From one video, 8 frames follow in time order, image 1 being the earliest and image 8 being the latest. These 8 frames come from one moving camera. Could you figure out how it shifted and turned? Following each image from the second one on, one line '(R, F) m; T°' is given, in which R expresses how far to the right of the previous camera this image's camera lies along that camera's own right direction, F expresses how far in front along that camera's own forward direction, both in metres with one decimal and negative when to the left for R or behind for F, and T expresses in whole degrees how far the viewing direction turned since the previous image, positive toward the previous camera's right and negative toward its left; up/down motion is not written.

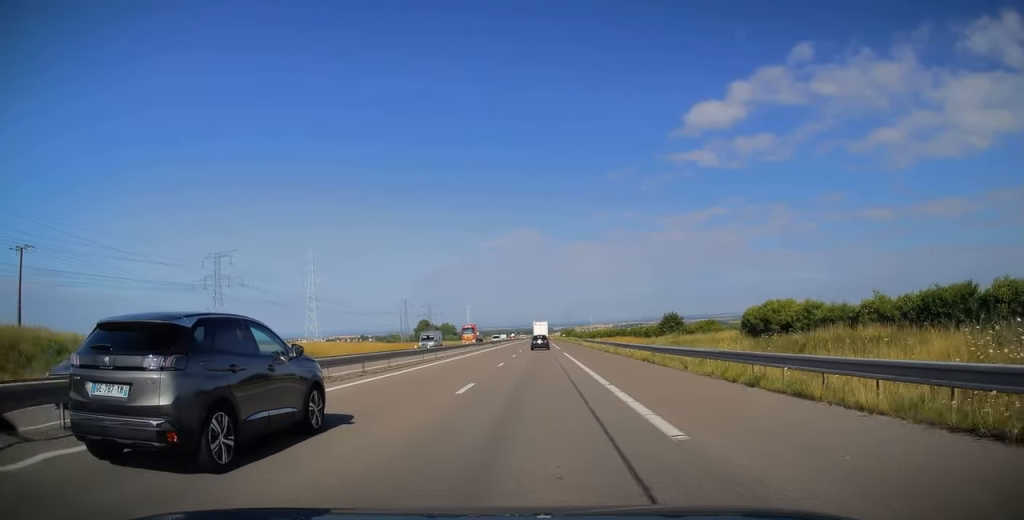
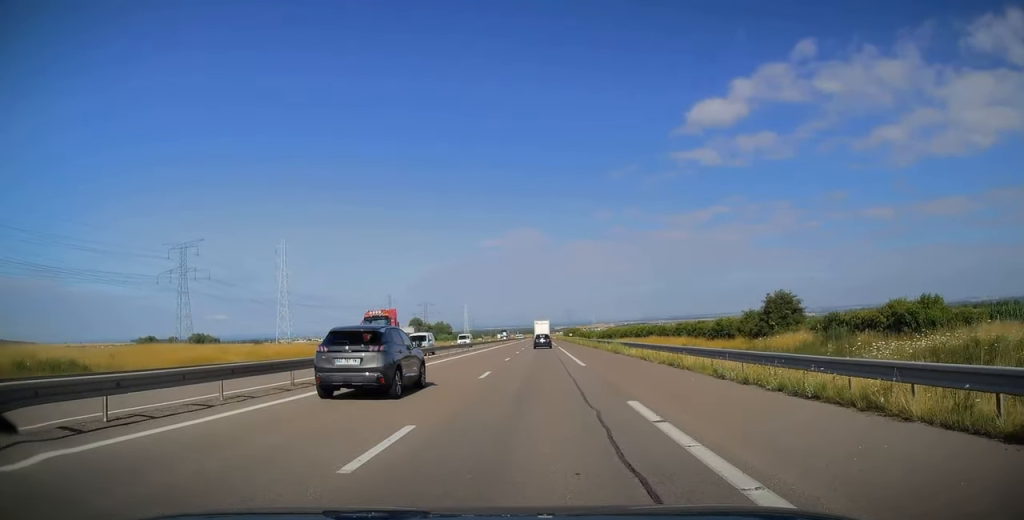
(-0.3, +34.9) m; -1°
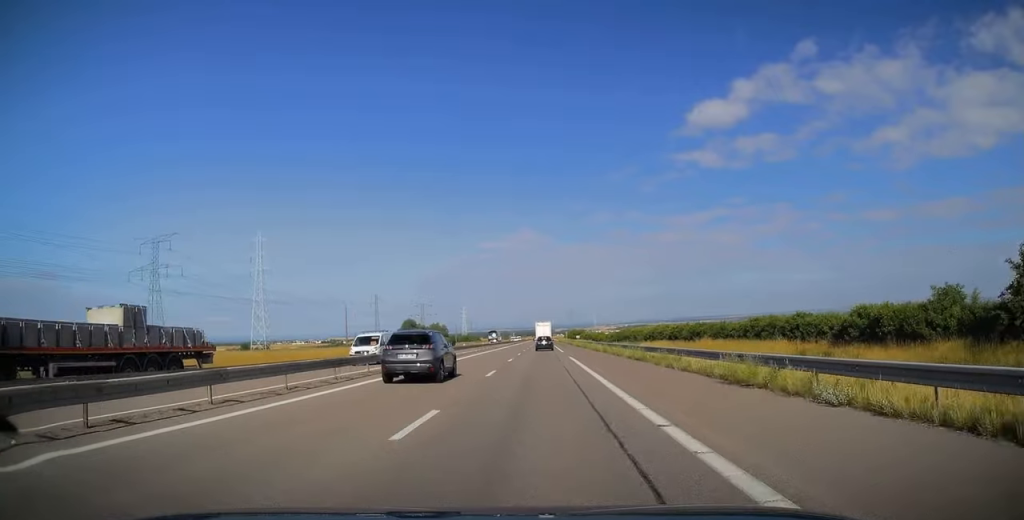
(-0.1, +24.5) m; 0°
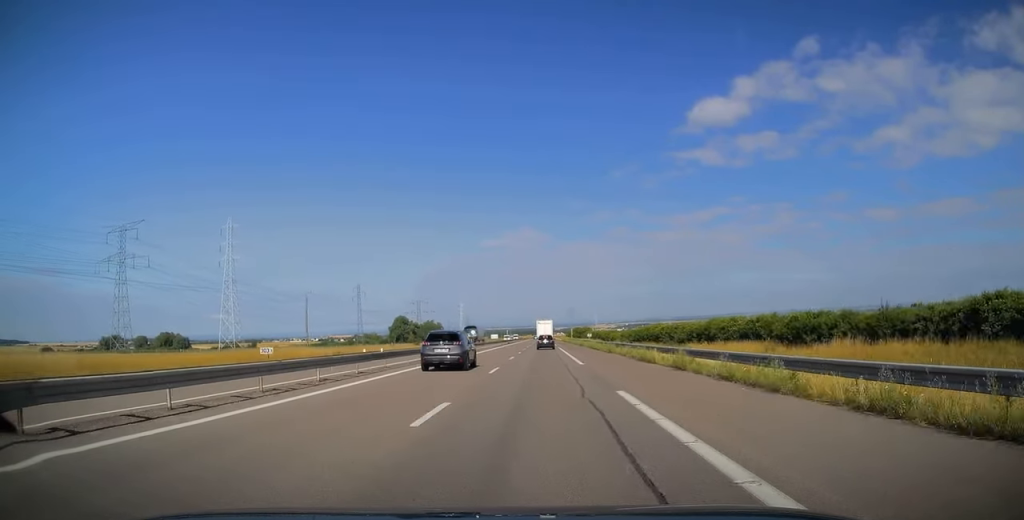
(+0.2, +25.4) m; 0°
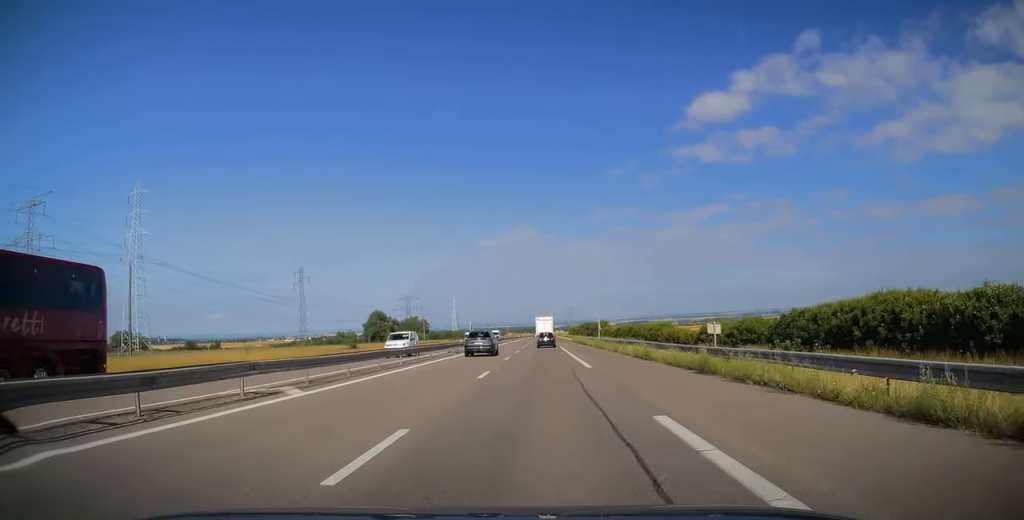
(0.0, +56.8) m; 0°
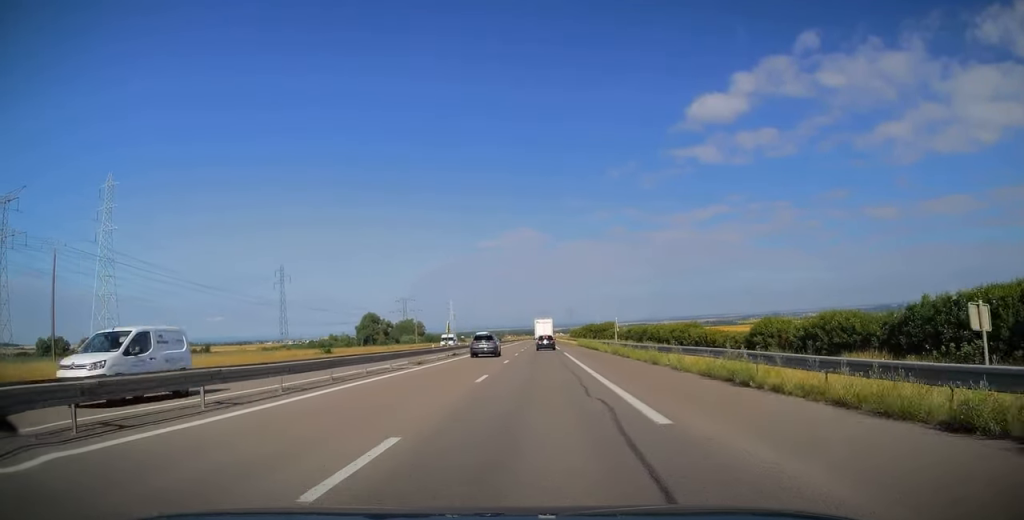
(-0.2, +13.8) m; 0°
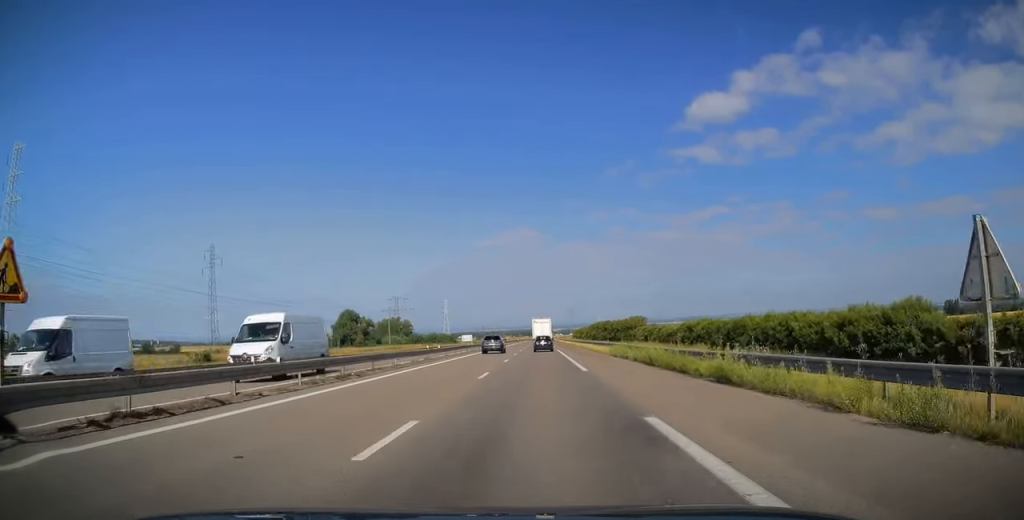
(+0.2, +38.3) m; 0°
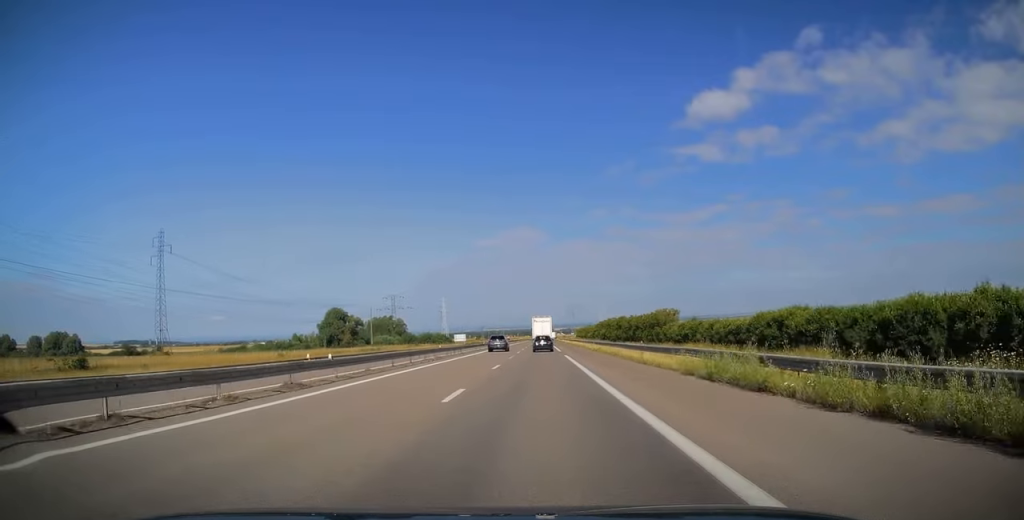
(-0.2, +20.6) m; 0°
